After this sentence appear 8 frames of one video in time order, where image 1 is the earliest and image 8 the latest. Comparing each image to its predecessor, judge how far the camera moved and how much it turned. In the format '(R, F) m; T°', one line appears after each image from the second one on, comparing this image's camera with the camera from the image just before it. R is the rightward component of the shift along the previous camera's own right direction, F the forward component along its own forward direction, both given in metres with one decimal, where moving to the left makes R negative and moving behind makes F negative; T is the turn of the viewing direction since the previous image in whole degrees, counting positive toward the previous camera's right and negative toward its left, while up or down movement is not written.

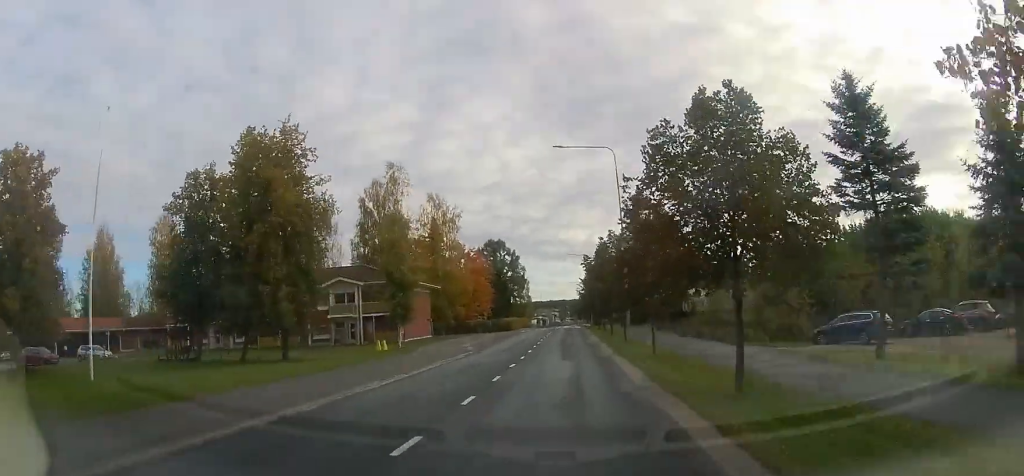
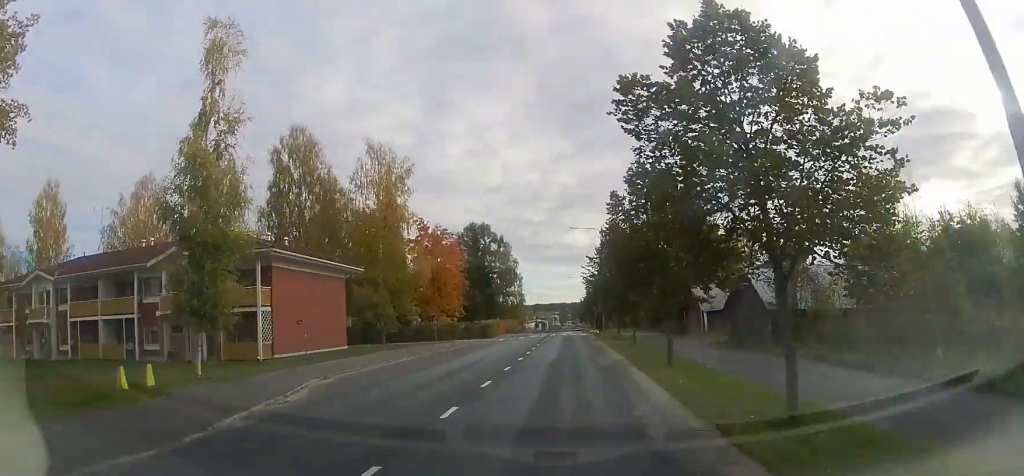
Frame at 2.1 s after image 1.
(0.0, +25.3) m; 0°
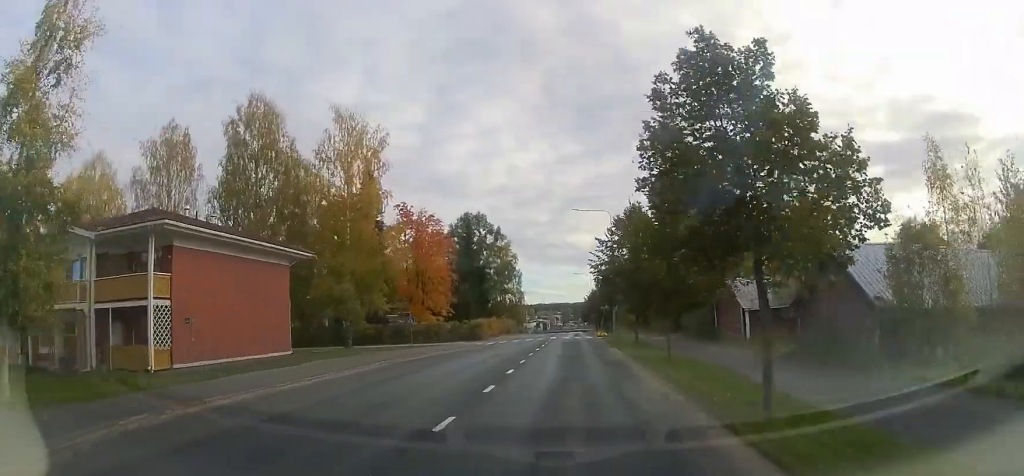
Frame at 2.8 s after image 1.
(0.0, +9.0) m; 0°
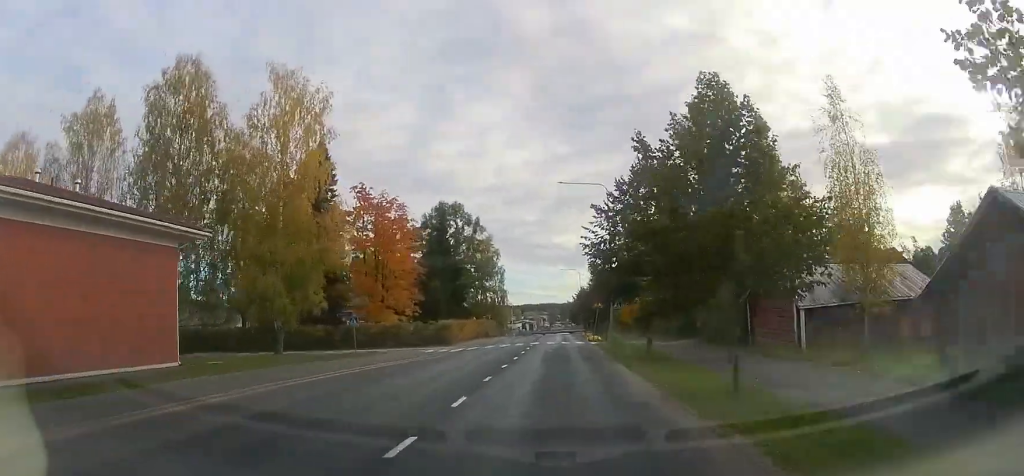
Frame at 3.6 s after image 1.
(0.0, +9.3) m; 0°
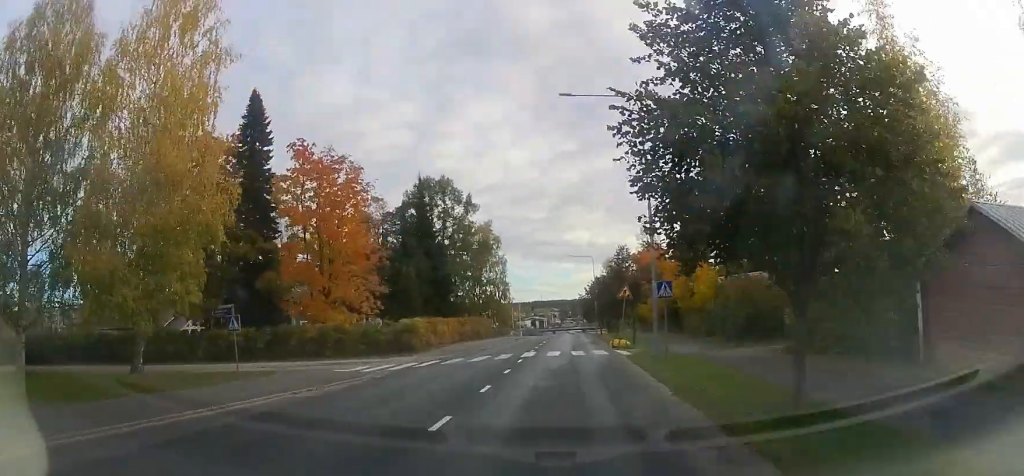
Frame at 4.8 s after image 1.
(0.0, +14.3) m; 0°
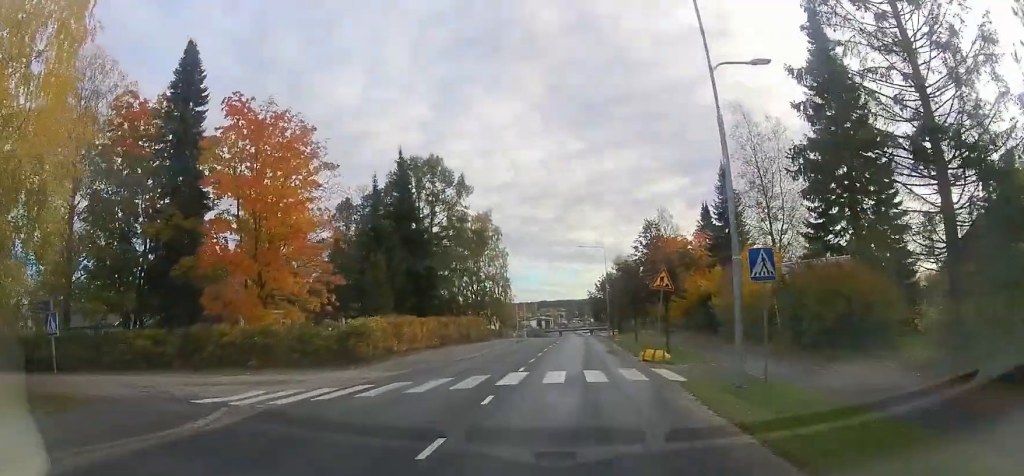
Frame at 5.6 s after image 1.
(0.0, +9.7) m; 0°
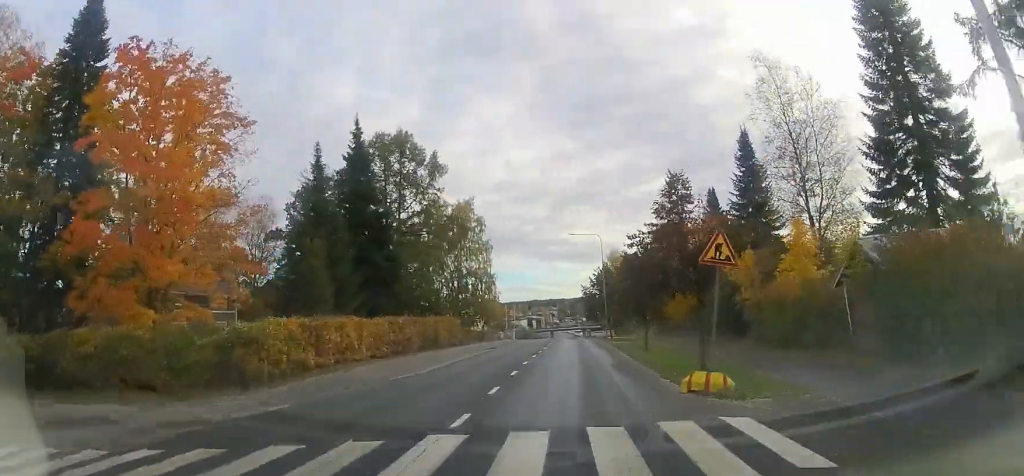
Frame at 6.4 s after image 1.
(0.0, +8.7) m; 0°
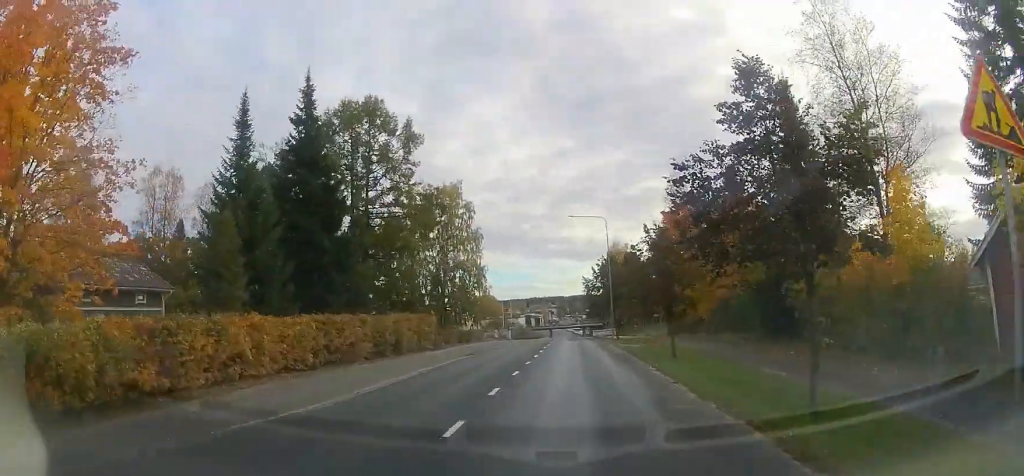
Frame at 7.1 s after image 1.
(0.0, +8.6) m; 0°
